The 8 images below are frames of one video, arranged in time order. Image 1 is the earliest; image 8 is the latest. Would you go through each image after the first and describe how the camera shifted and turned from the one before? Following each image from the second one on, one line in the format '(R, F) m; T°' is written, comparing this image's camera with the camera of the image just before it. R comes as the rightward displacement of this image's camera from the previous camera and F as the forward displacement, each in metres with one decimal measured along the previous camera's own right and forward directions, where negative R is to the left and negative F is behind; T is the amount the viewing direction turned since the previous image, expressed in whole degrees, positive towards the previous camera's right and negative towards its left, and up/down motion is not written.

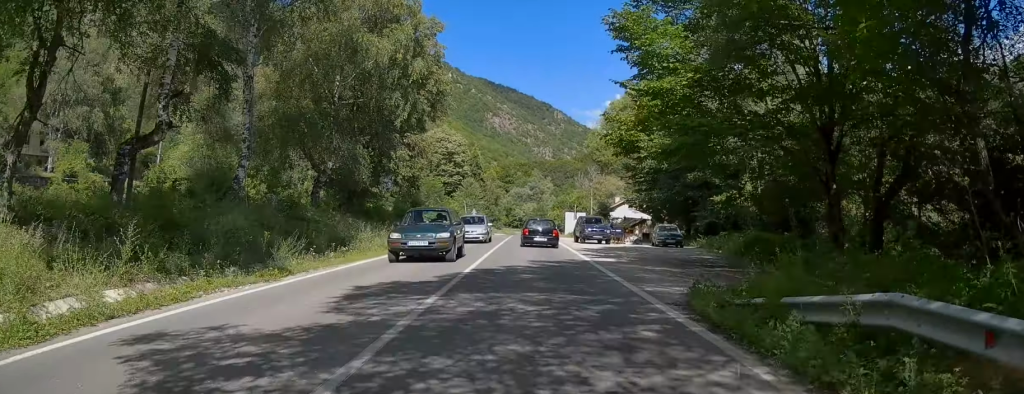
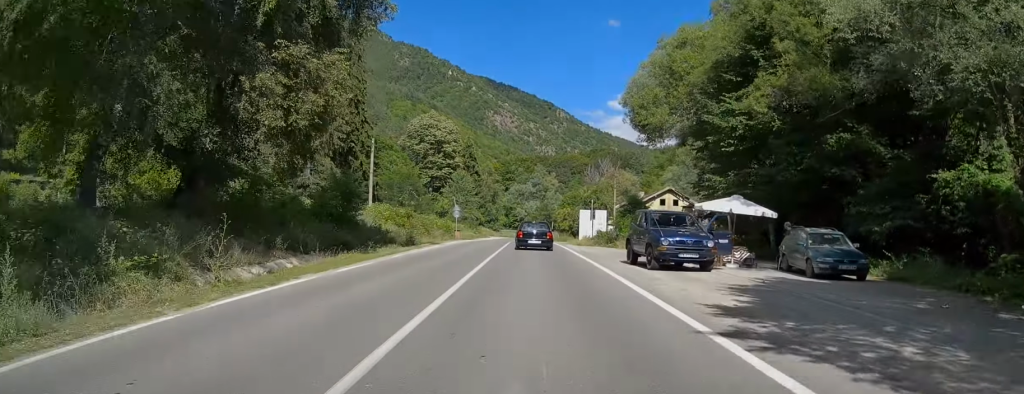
(+0.3, +21.0) m; 0°
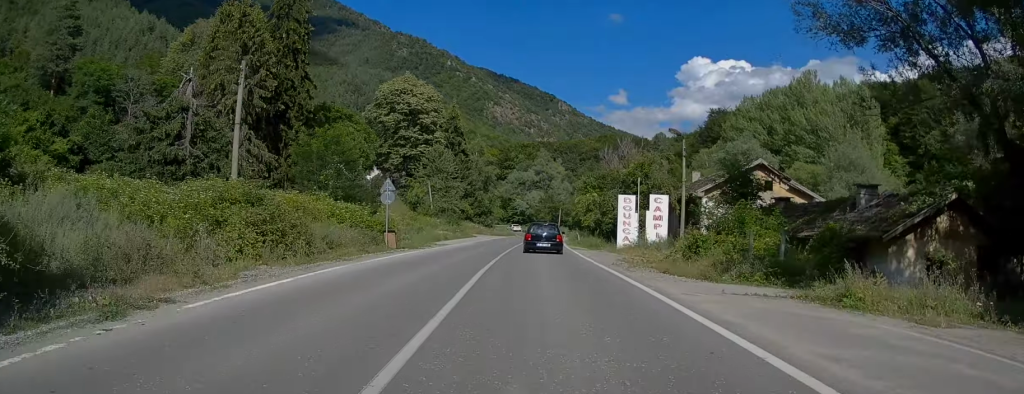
(-0.5, +28.9) m; -1°
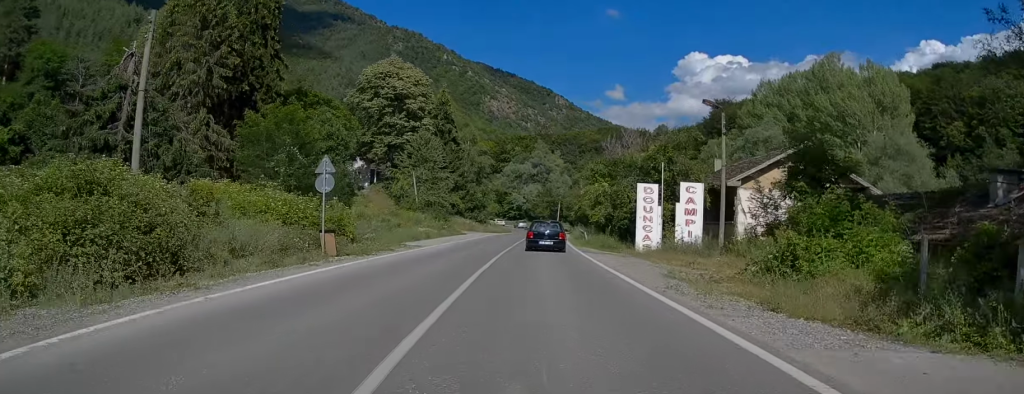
(0.0, +8.4) m; 0°
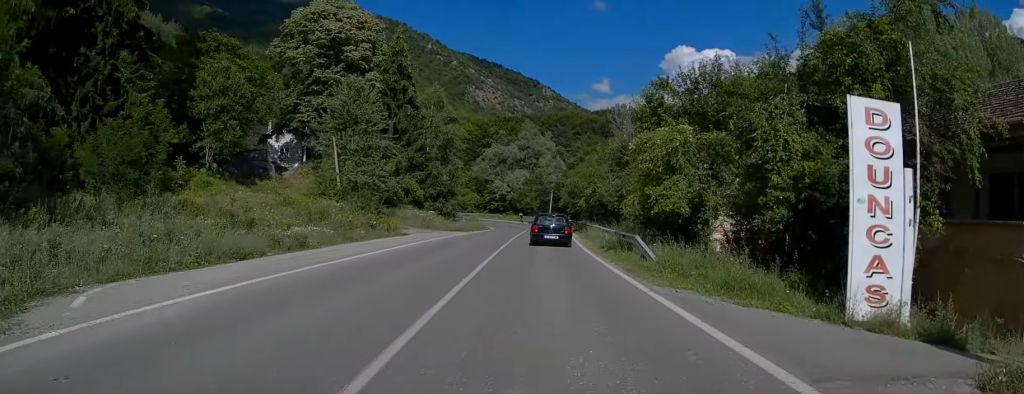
(+0.2, +24.7) m; +2°
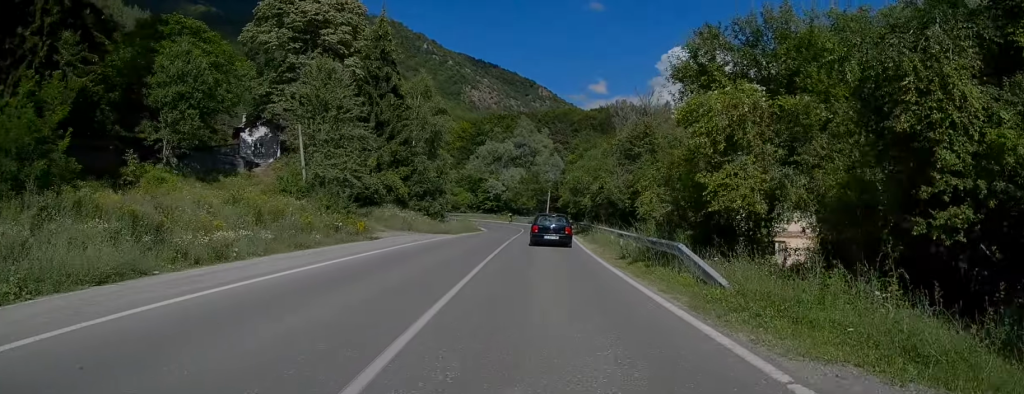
(+0.1, +6.2) m; +1°
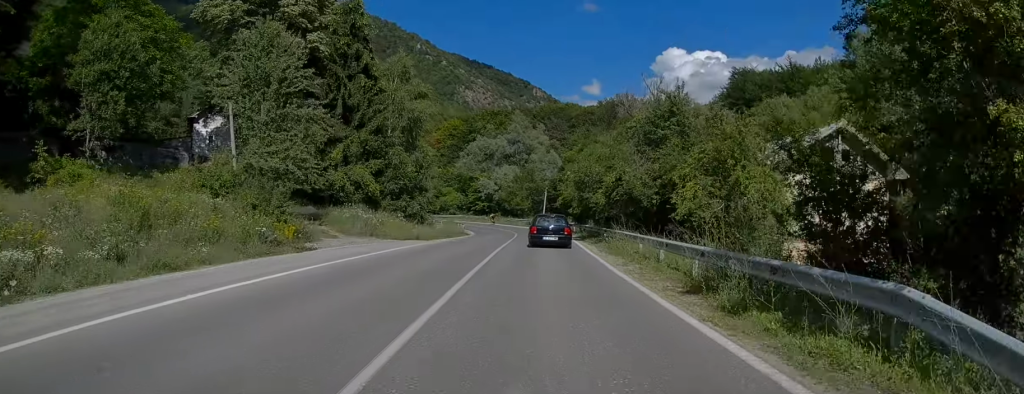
(+0.1, +8.7) m; +1°
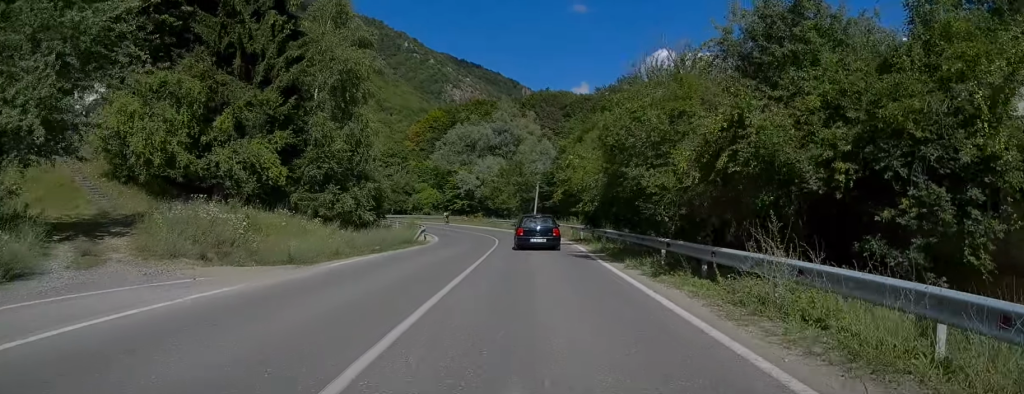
(0.0, +16.3) m; 0°
